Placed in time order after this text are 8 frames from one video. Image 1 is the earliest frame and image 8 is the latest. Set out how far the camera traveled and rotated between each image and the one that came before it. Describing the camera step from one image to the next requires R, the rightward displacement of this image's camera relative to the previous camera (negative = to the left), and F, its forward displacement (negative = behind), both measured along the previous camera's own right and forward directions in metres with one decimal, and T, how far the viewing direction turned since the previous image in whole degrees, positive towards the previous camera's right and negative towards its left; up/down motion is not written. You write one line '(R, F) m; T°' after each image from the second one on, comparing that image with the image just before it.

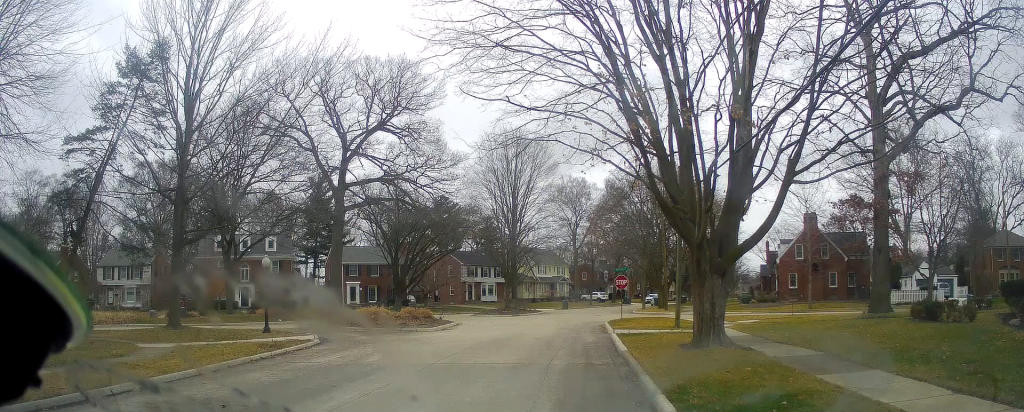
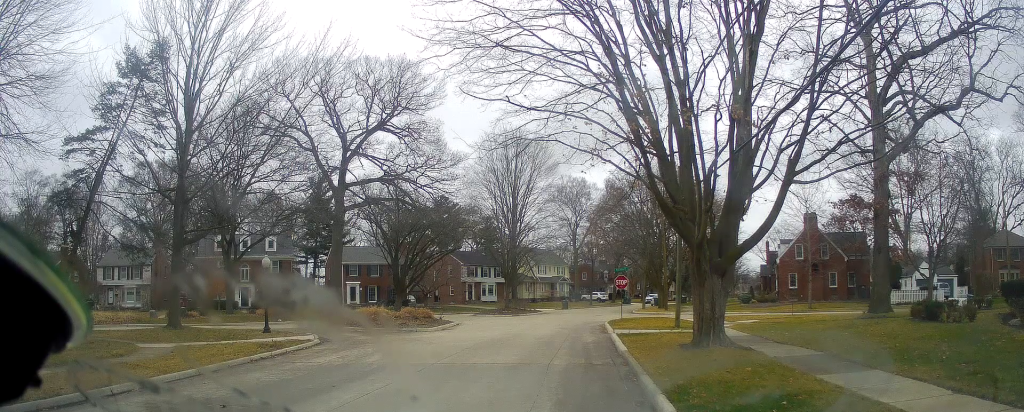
(0.0, 0.0) m; 0°
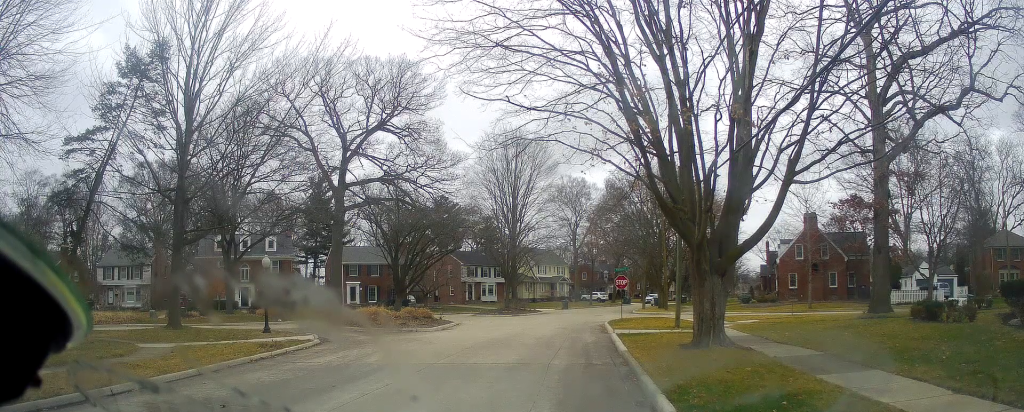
(0.0, 0.0) m; 0°
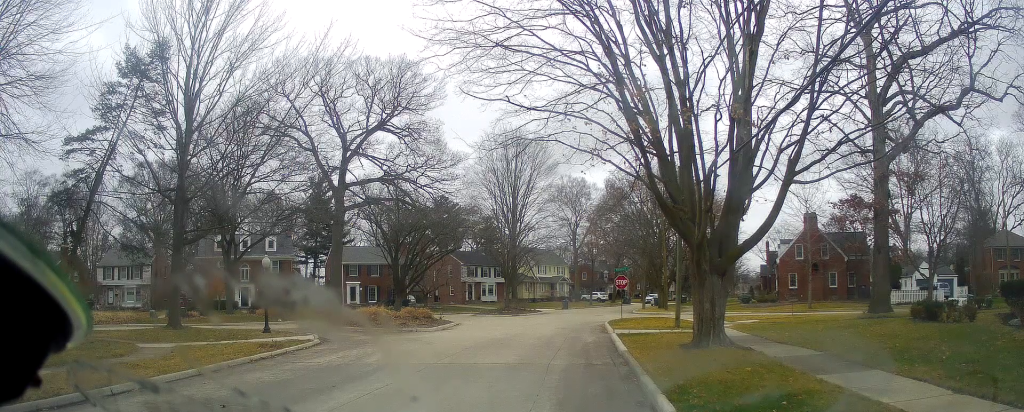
(0.0, 0.0) m; 0°
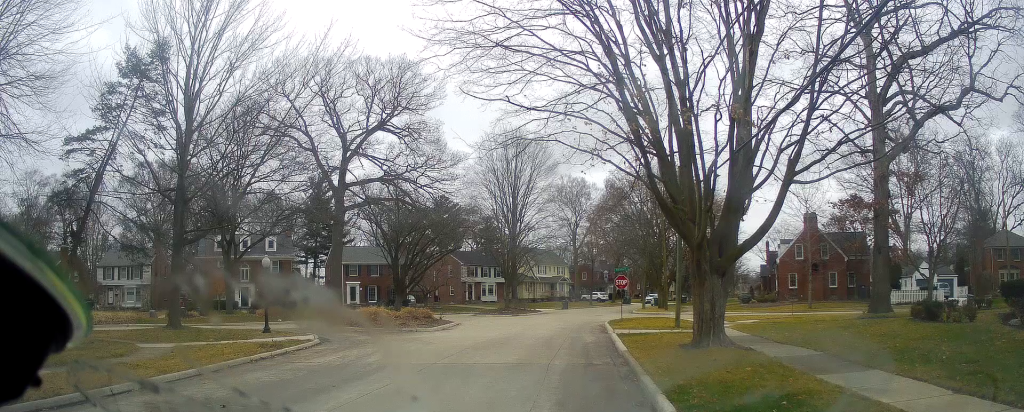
(0.0, 0.0) m; 0°
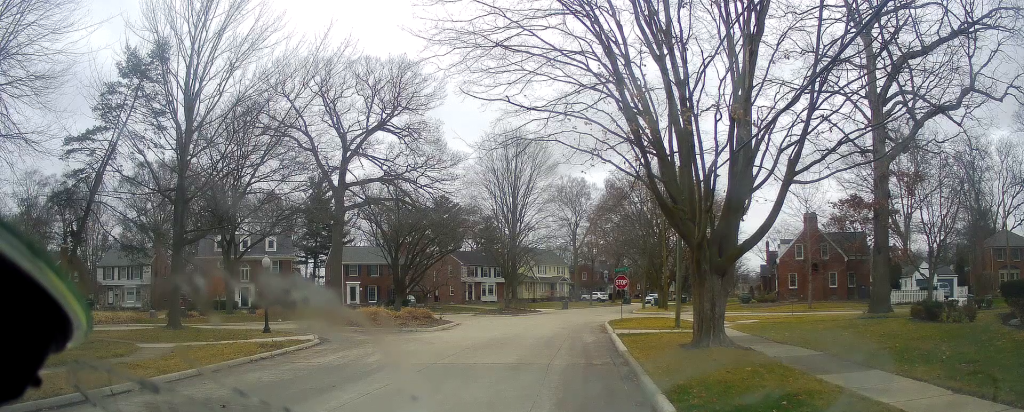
(0.0, 0.0) m; 0°
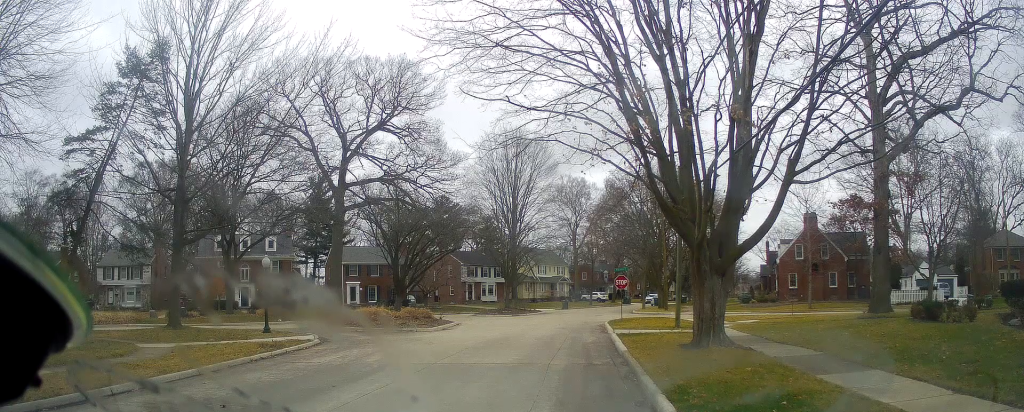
(0.0, 0.0) m; 0°
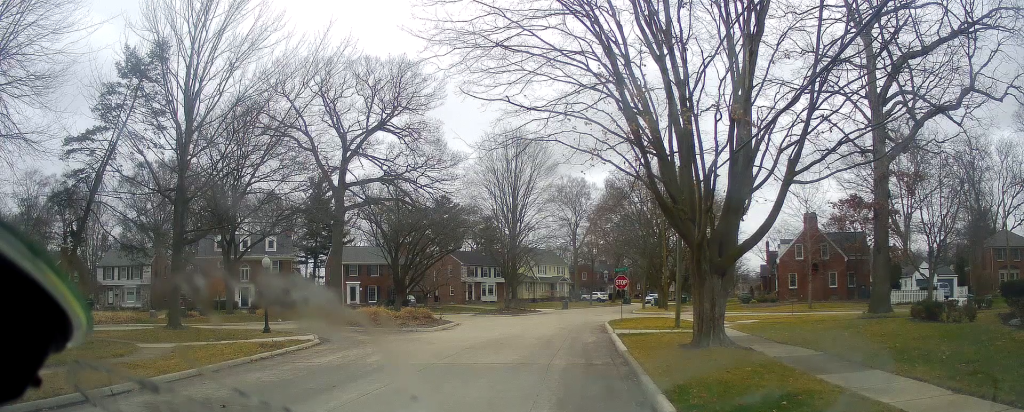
(0.0, 0.0) m; 0°
